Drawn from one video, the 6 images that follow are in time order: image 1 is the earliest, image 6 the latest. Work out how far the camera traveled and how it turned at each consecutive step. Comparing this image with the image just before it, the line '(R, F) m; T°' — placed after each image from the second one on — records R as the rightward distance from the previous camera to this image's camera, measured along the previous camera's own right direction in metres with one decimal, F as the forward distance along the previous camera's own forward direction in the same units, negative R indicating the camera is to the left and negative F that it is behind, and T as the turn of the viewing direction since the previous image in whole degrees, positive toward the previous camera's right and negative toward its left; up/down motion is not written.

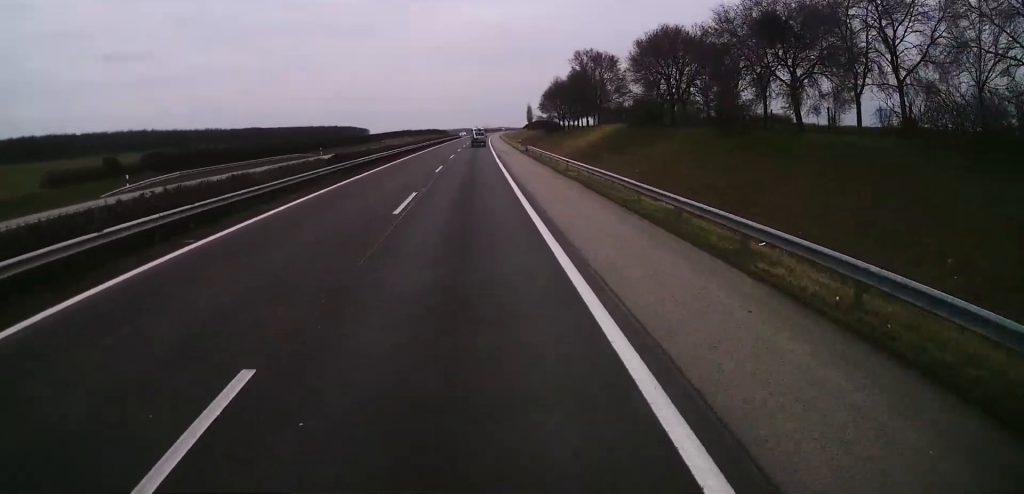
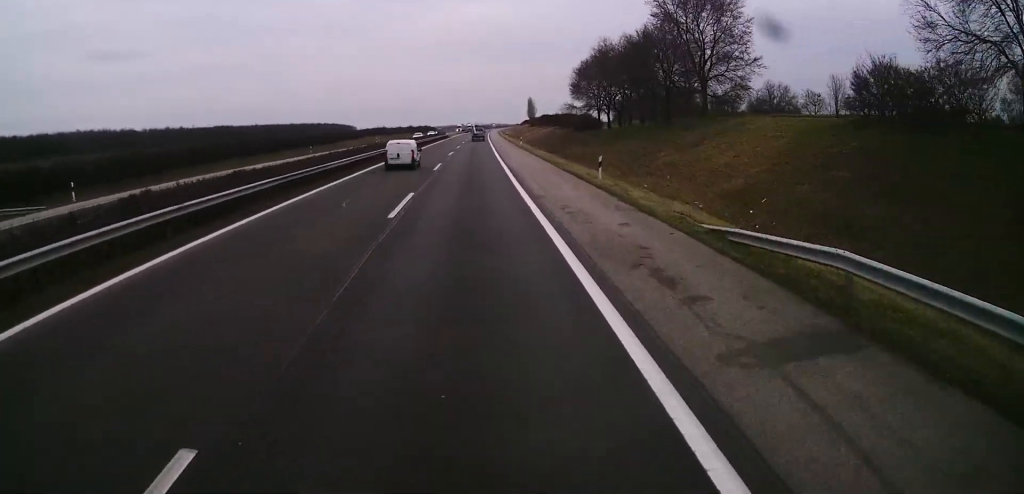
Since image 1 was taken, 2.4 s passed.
(+0.2, +55.5) m; +1°
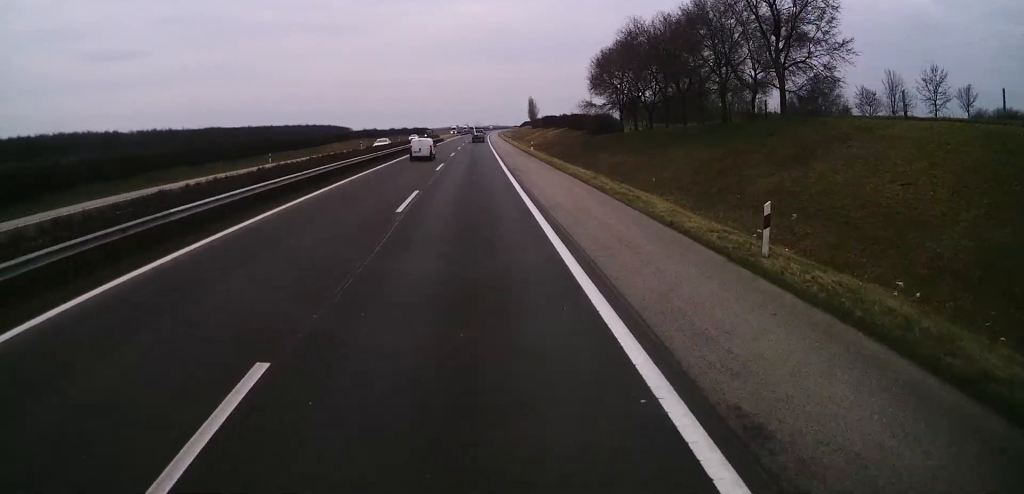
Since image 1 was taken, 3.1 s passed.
(+0.2, +16.2) m; 0°
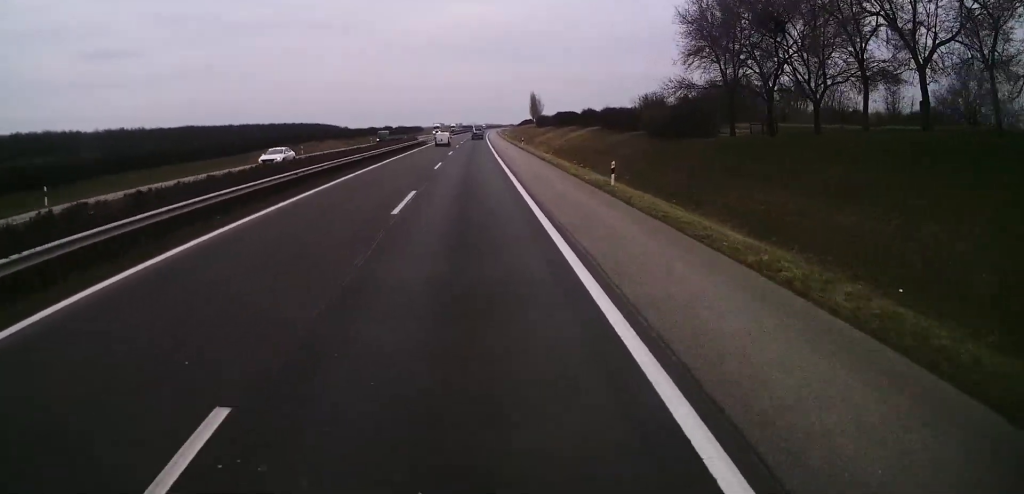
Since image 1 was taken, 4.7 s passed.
(+0.2, +37.2) m; +1°
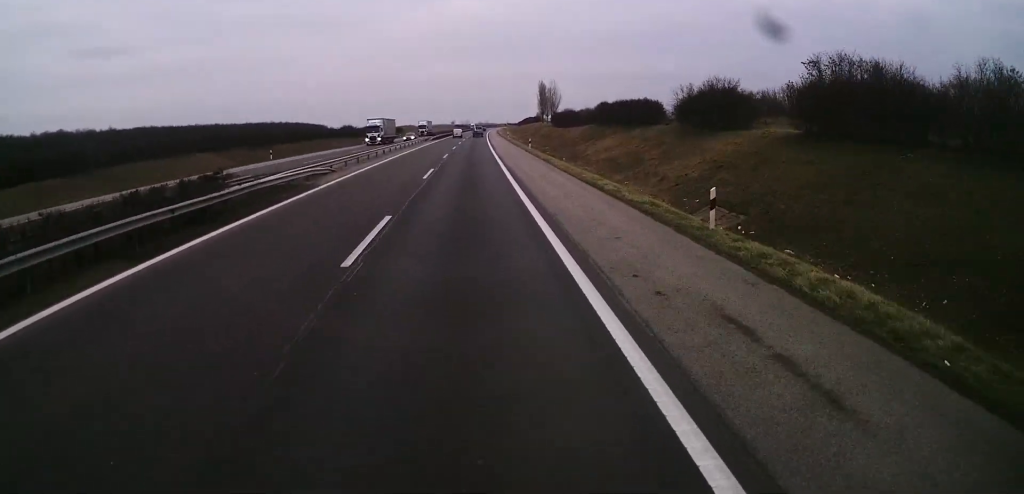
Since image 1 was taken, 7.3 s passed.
(+0.7, +60.5) m; 0°
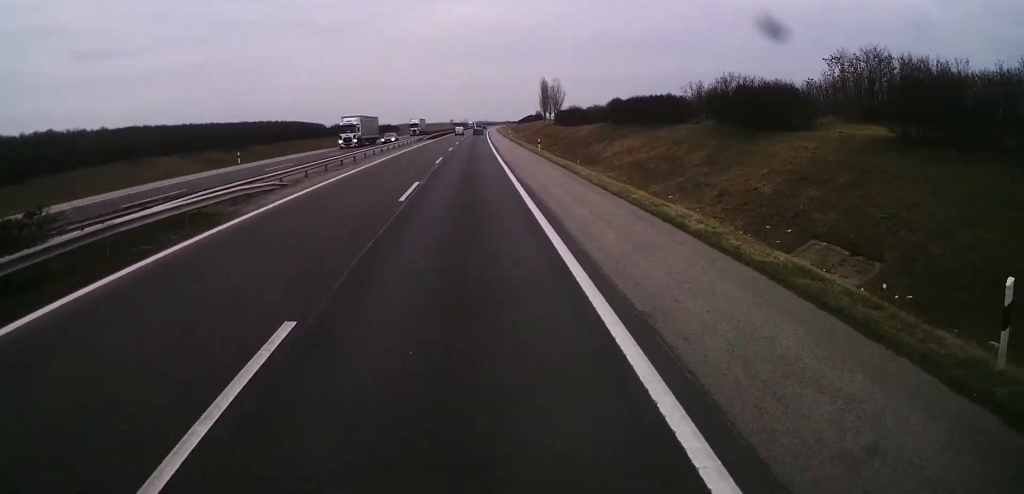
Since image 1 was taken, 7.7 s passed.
(-0.1, +9.3) m; 0°
